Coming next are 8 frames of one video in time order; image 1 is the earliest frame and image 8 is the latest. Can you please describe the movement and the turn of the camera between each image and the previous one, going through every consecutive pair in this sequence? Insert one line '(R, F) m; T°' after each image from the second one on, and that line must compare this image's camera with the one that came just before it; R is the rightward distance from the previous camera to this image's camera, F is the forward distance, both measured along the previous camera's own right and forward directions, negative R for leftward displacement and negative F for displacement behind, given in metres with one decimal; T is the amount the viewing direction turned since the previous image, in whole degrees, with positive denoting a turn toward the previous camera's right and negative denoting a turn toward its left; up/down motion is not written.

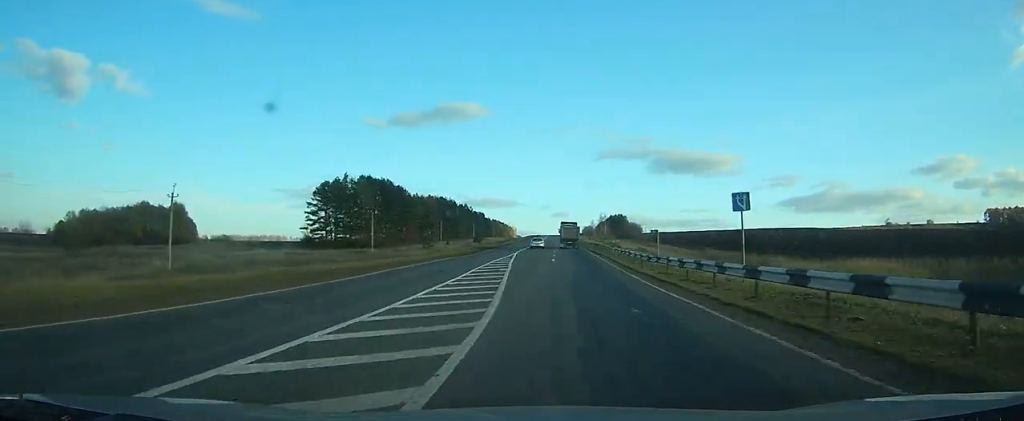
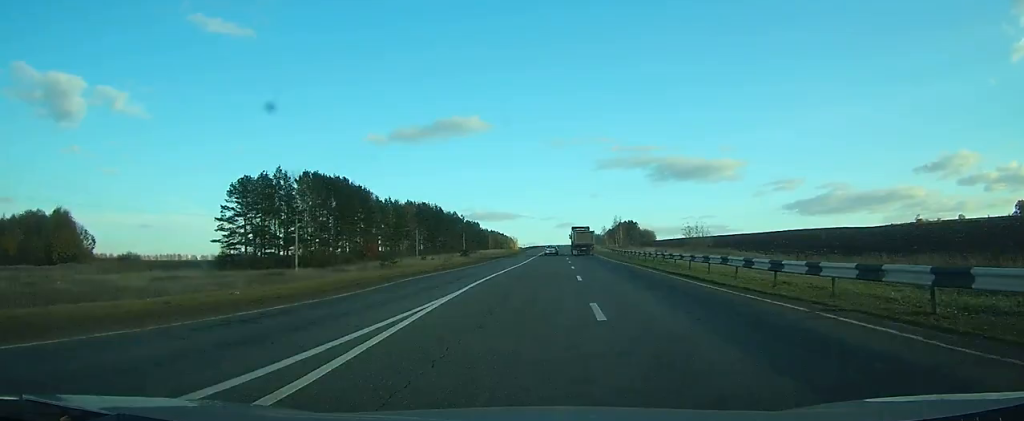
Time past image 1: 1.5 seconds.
(-0.3, +40.5) m; 0°
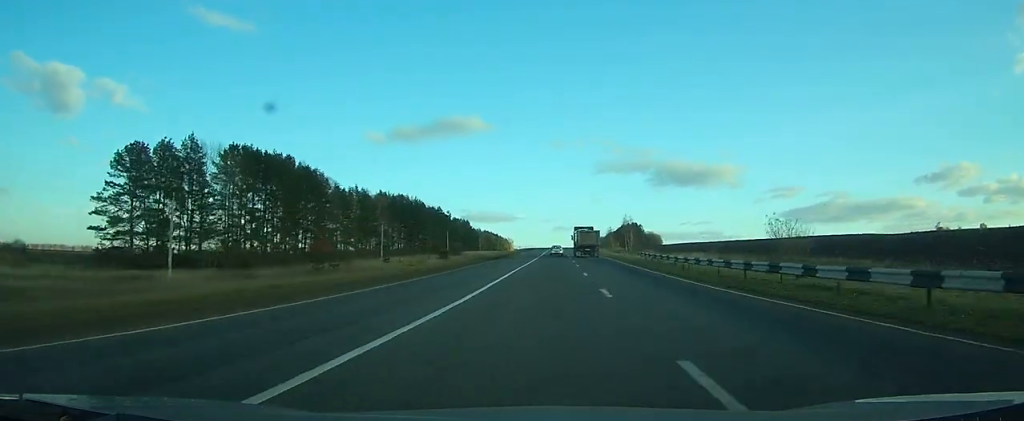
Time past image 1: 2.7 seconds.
(-0.1, +32.0) m; 0°
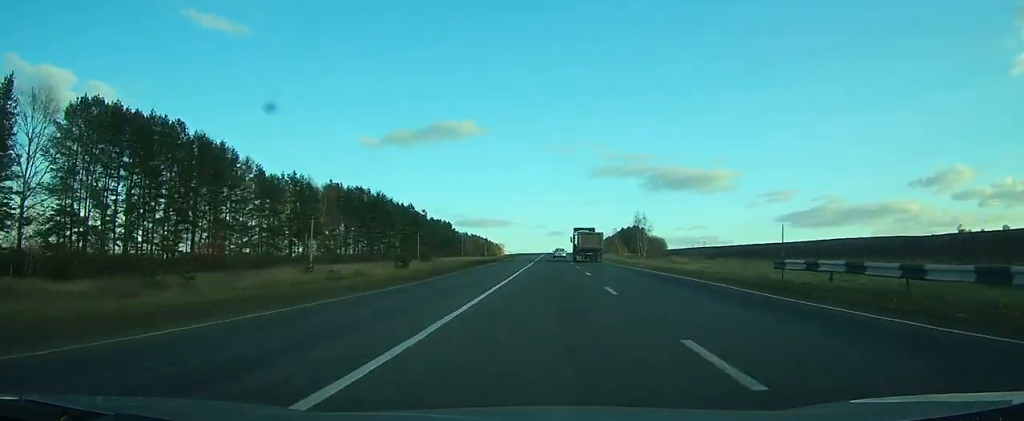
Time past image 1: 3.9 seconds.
(0.0, +35.7) m; 0°
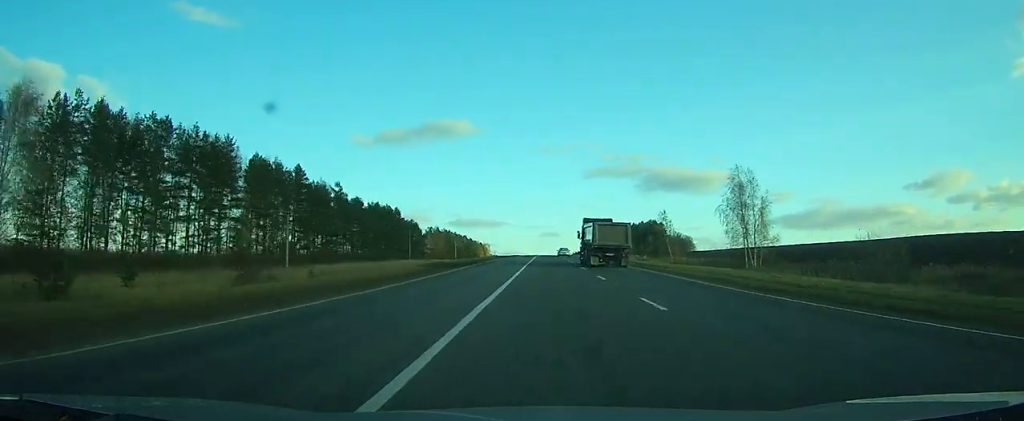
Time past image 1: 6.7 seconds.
(+0.7, +77.1) m; +1°
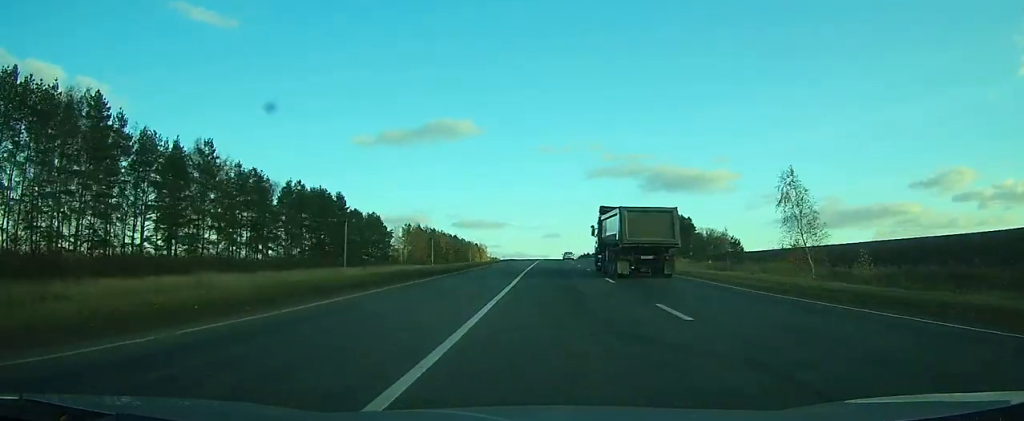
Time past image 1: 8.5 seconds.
(0.0, +47.2) m; 0°
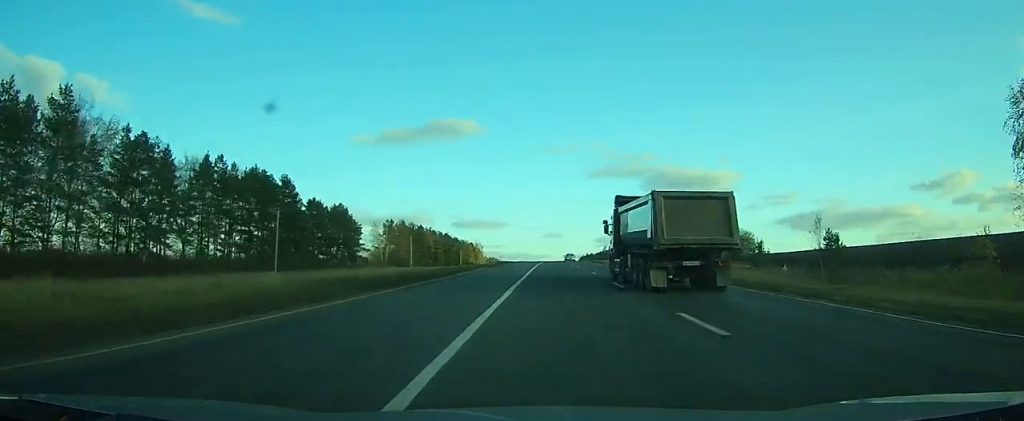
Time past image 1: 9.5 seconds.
(0.0, +24.2) m; 0°
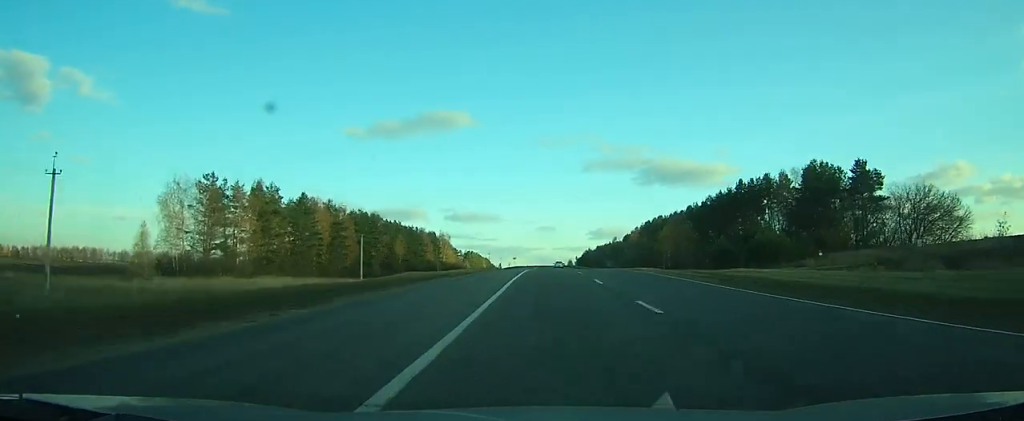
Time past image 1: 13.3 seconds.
(0.0, +103.3) m; +1°
